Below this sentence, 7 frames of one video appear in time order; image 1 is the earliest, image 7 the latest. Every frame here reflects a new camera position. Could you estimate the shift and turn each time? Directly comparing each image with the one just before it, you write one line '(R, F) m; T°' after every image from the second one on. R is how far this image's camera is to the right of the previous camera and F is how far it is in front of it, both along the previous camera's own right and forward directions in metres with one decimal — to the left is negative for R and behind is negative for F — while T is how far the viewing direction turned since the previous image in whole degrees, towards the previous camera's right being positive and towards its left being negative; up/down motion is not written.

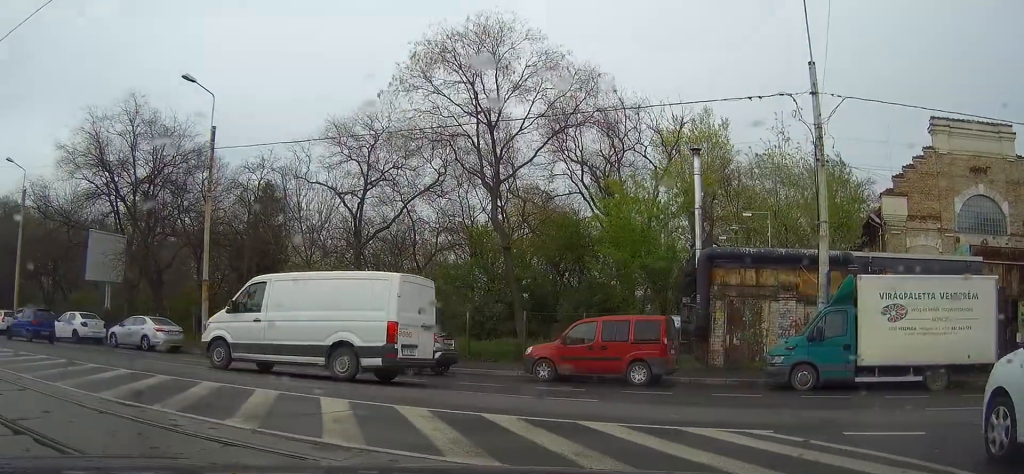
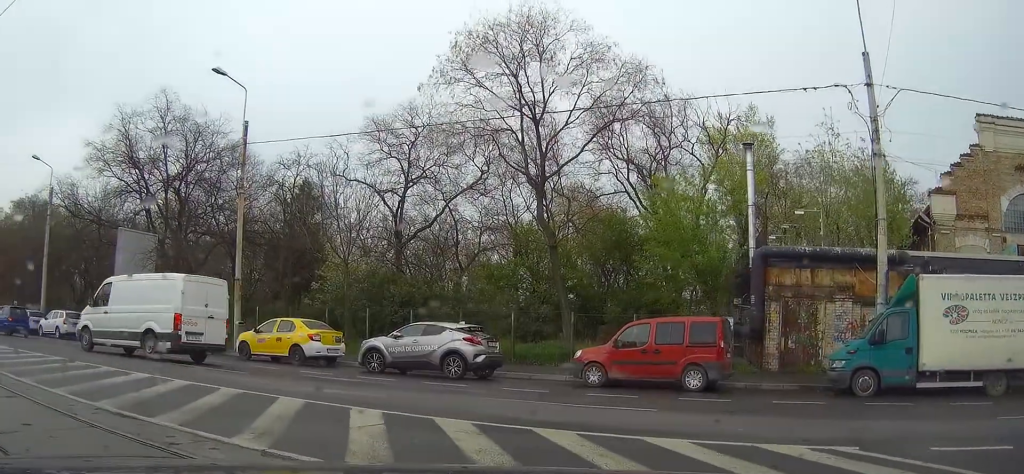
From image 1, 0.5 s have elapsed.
(-0.1, +1.1) m; -5°
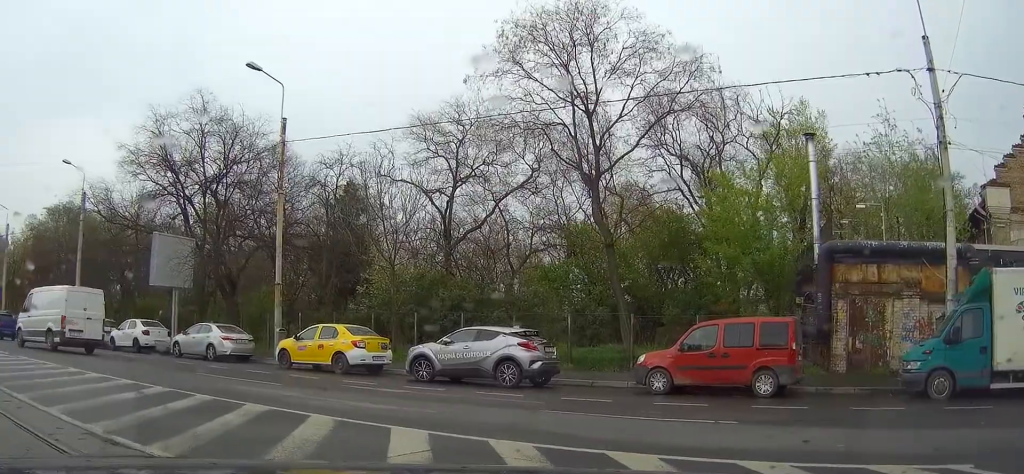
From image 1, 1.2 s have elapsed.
(-0.2, +1.3) m; -4°
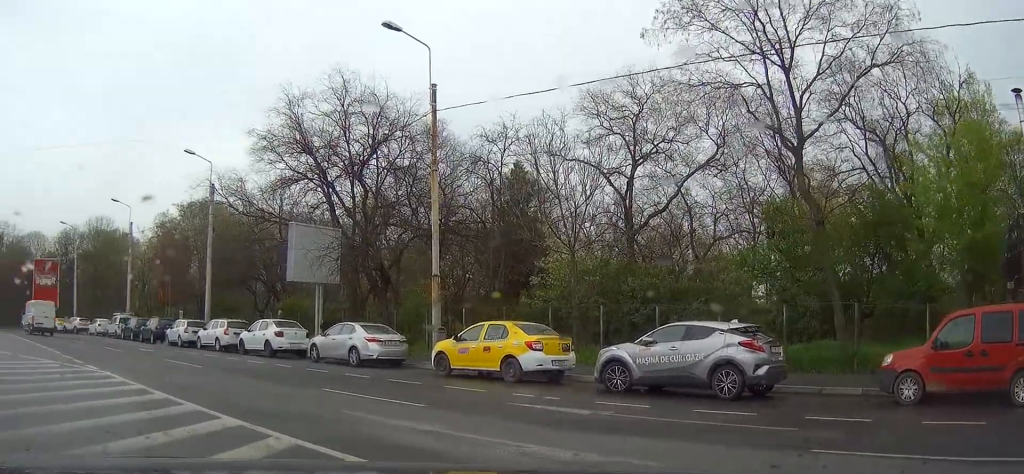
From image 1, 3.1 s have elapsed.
(+0.4, +4.7) m; -6°
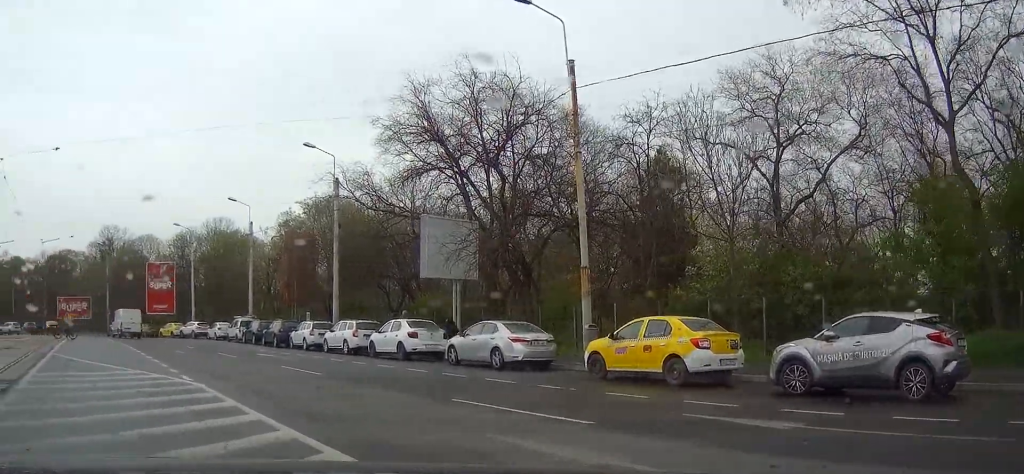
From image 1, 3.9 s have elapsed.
(-0.4, +2.5) m; -16°
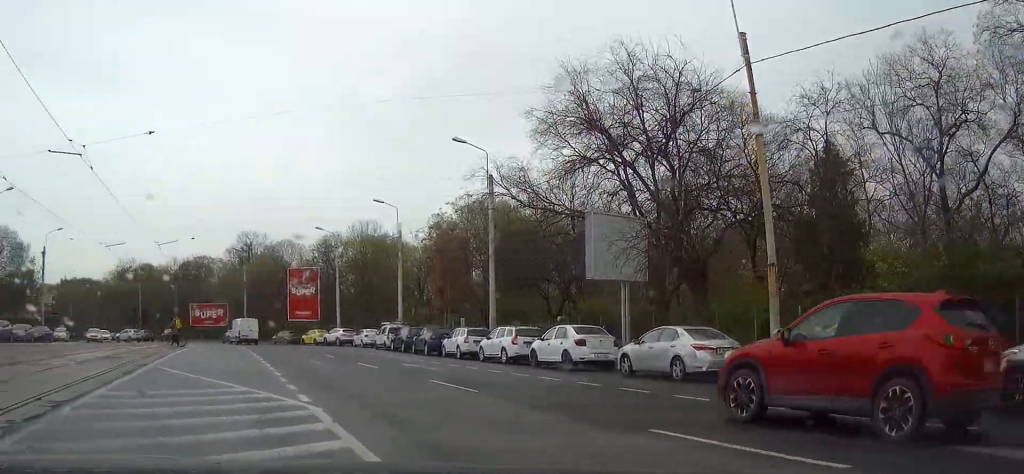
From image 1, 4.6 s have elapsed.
(-0.4, +2.8) m; -13°
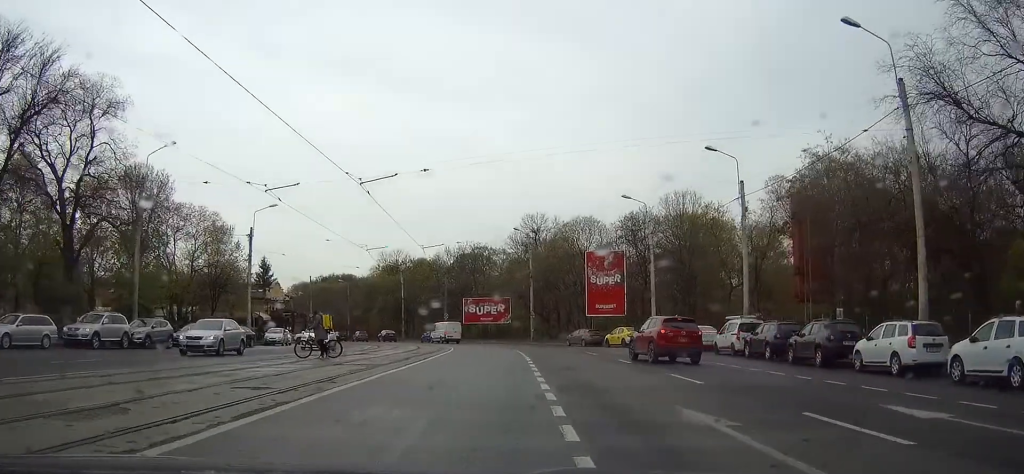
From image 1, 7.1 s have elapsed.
(-3.0, +15.5) m; -13°
